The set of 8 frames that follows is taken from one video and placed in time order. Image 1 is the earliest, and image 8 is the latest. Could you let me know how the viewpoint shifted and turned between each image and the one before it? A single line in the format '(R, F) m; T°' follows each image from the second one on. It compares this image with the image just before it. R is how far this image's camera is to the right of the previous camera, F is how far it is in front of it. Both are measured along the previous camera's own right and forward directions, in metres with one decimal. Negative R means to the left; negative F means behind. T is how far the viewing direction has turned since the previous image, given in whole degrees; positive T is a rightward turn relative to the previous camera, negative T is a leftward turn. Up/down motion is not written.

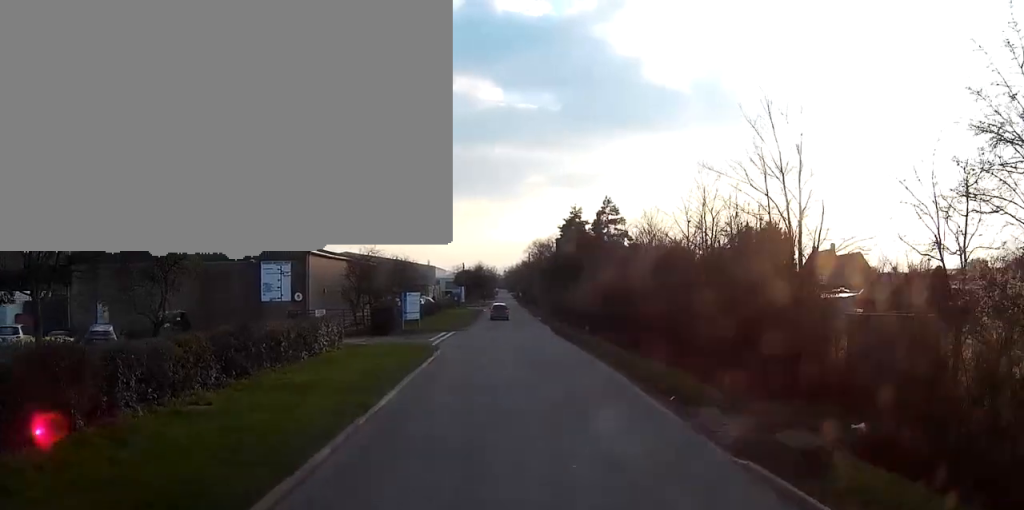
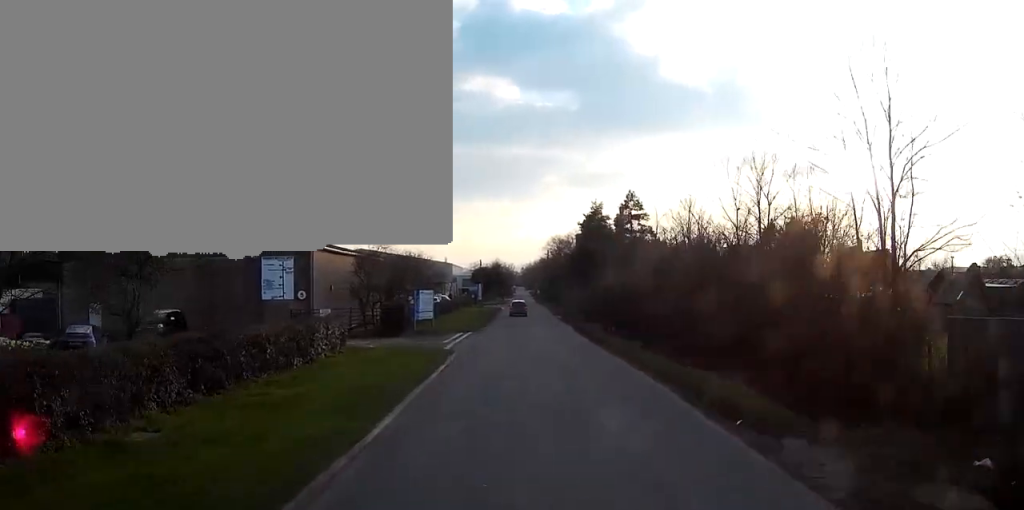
(-0.1, +3.9) m; 0°
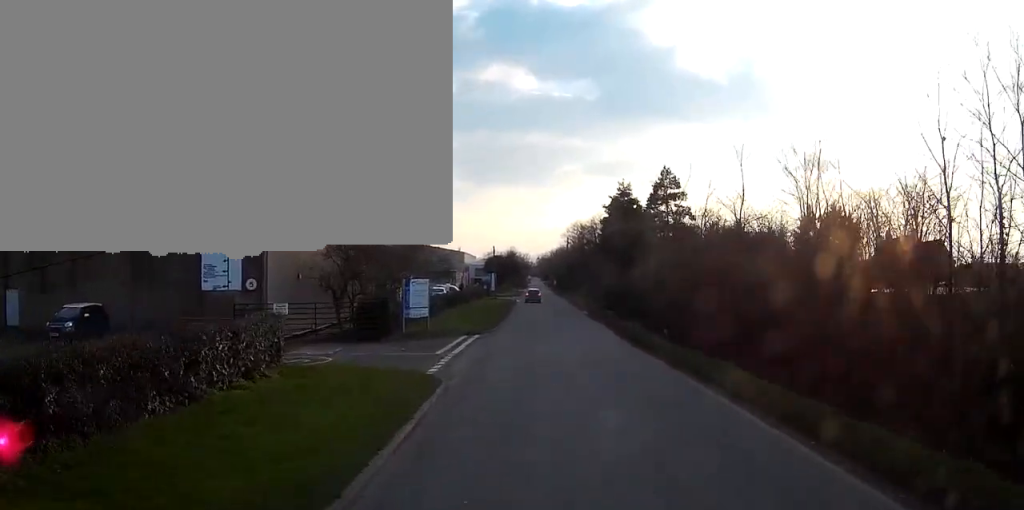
(+0.2, +12.4) m; +3°
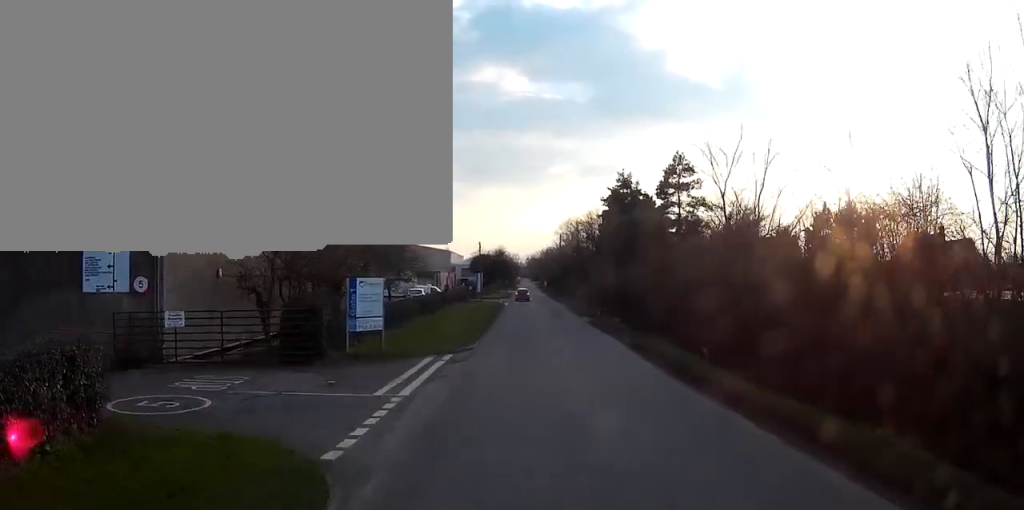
(+0.2, +10.6) m; +2°
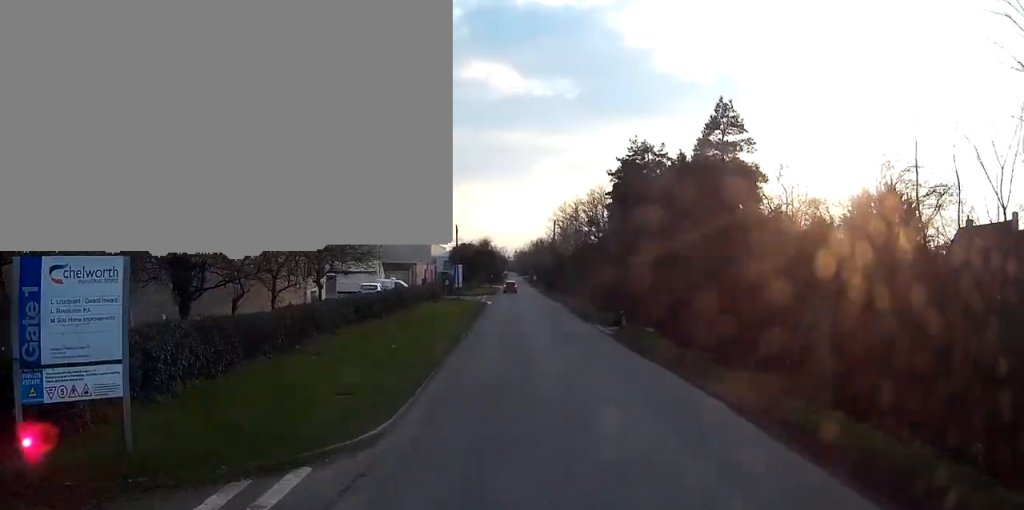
(+0.3, +18.4) m; +1°
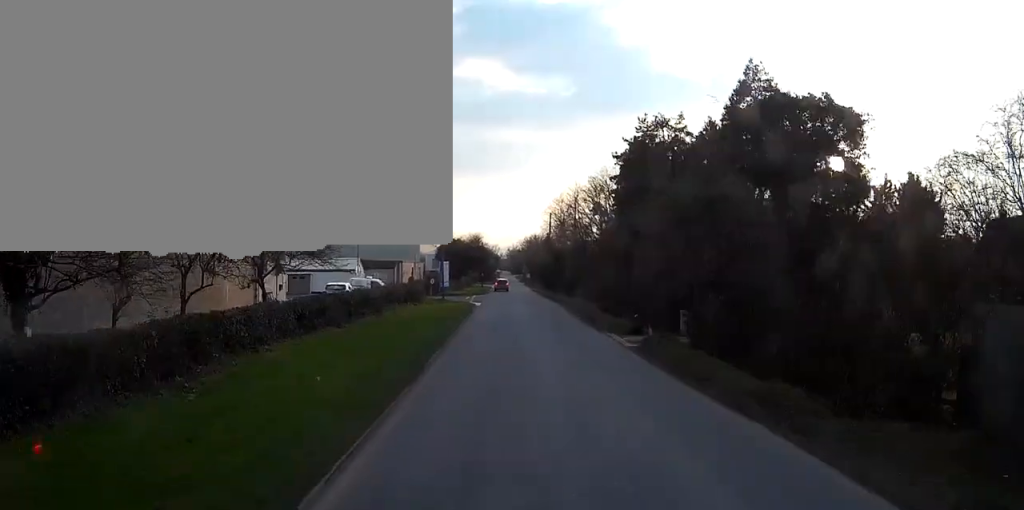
(0.0, +8.3) m; -1°
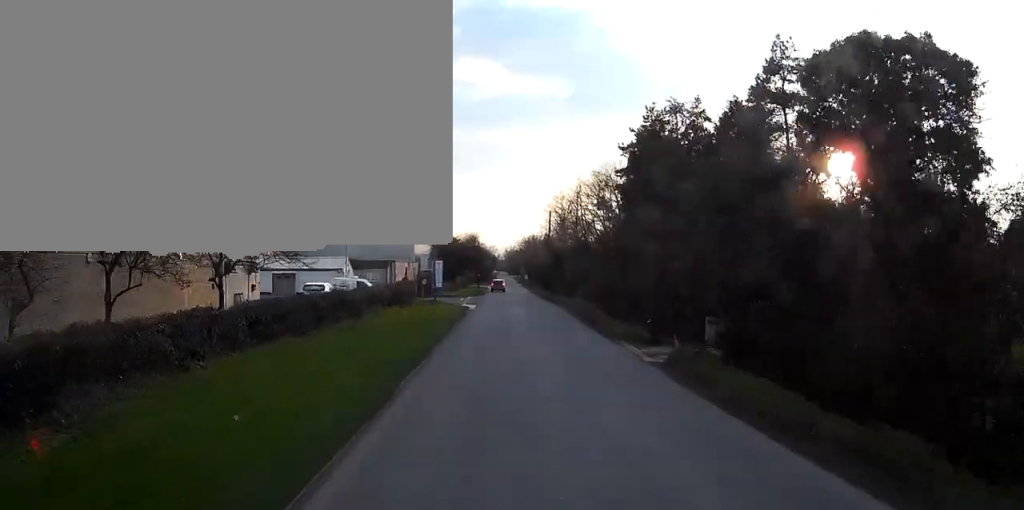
(0.0, +4.8) m; 0°
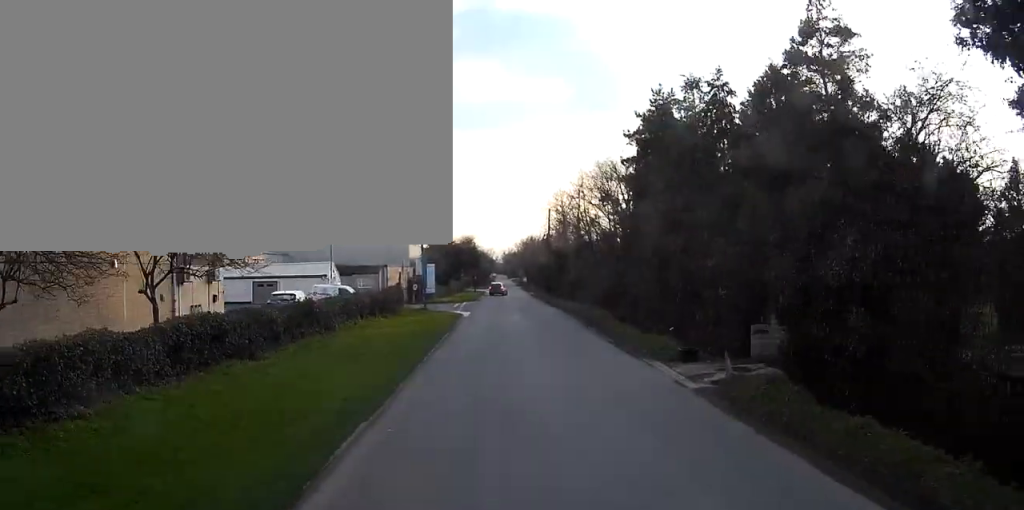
(-0.1, +5.7) m; 0°
